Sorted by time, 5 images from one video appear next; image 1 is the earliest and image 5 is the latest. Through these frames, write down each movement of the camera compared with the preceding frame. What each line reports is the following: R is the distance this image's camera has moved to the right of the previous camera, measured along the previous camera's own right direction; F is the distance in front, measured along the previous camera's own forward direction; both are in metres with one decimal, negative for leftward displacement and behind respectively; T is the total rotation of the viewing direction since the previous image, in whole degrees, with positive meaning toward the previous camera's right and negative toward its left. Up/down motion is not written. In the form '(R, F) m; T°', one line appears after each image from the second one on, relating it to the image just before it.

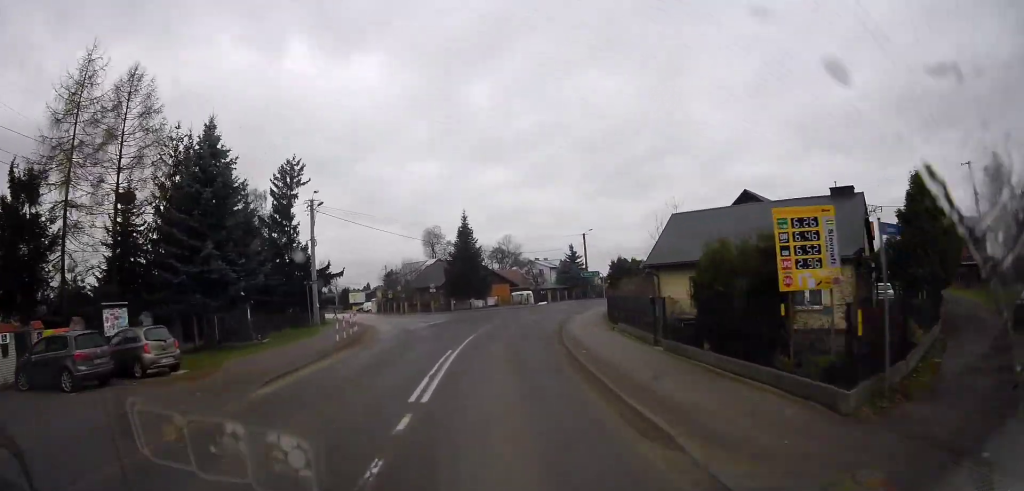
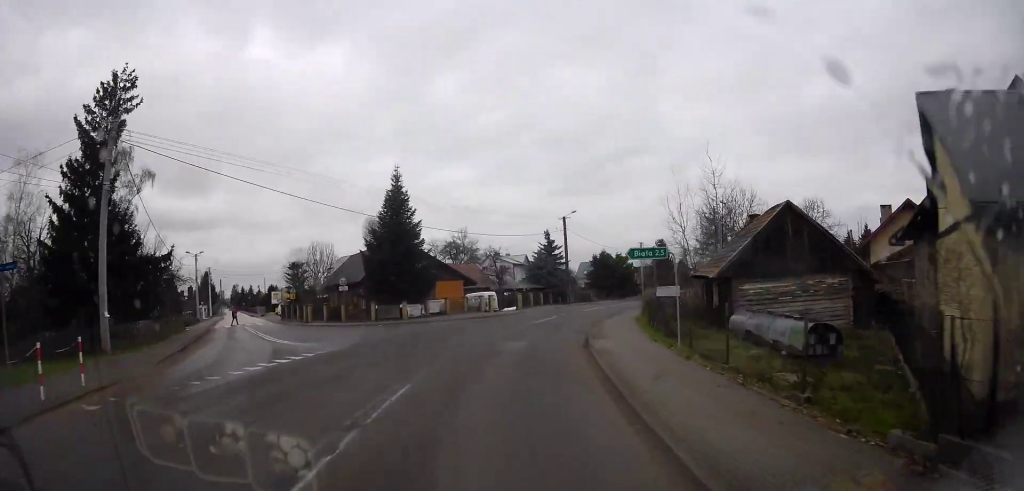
(+0.9, +19.9) m; +4°
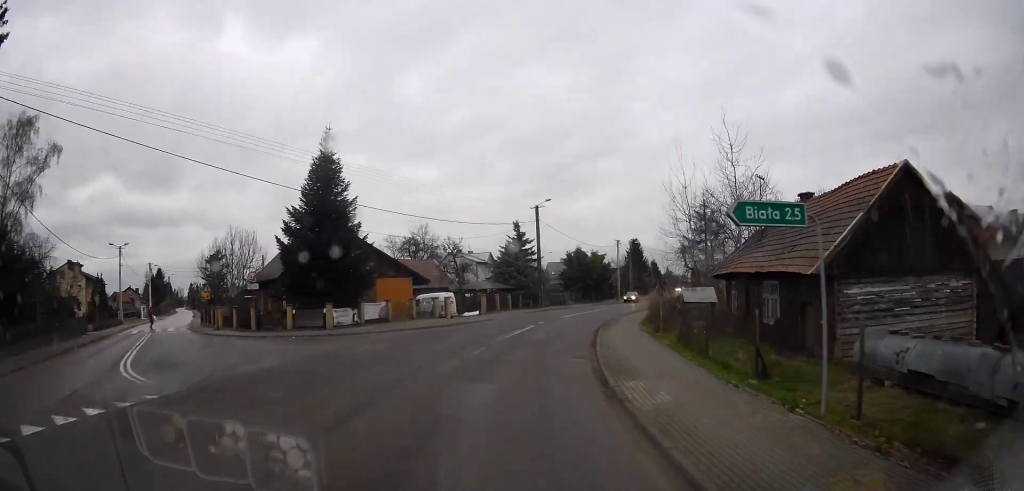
(+0.4, +8.9) m; 0°
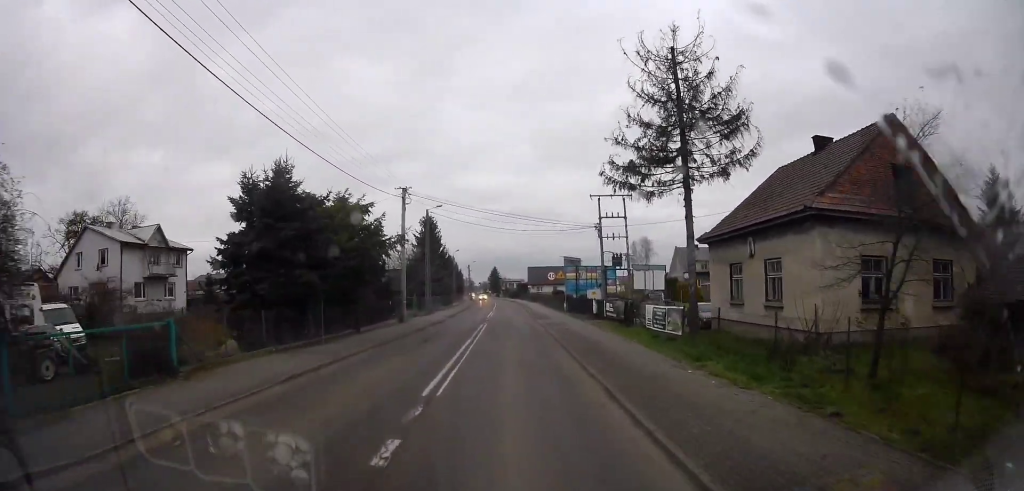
(+5.2, +43.8) m; +22°
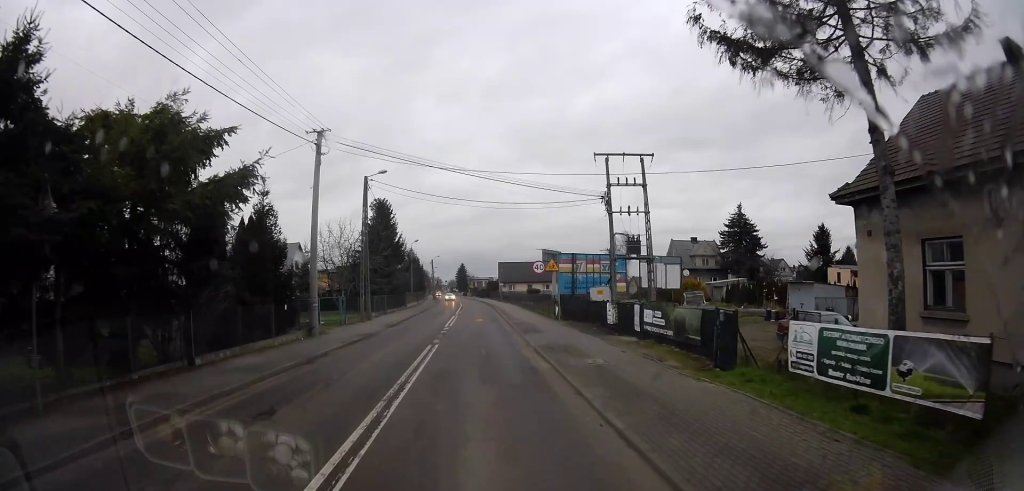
(+0.6, +13.1) m; +5°
